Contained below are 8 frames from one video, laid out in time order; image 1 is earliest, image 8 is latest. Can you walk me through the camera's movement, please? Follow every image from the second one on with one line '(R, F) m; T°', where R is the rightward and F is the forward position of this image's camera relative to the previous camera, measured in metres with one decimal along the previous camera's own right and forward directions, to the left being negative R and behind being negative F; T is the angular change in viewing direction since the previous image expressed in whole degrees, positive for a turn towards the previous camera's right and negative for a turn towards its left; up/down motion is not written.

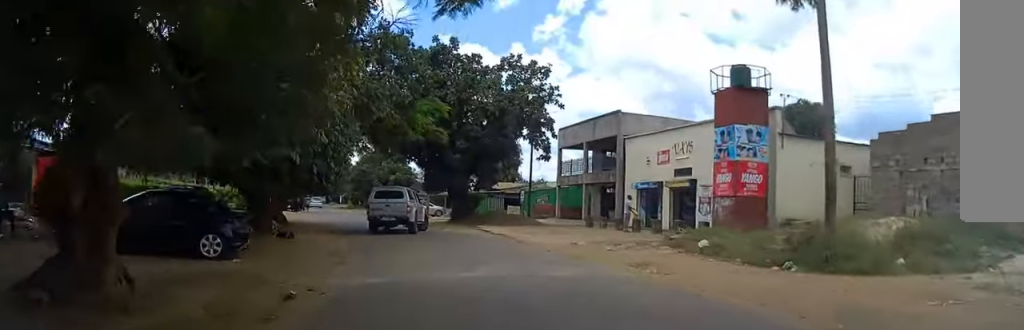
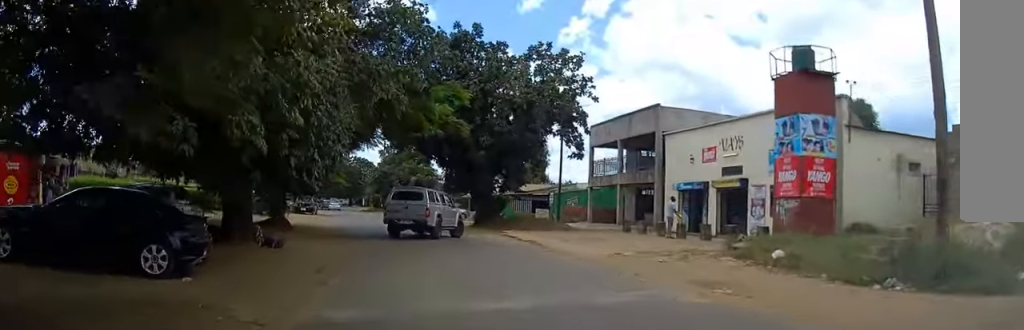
(0.0, +3.4) m; -1°
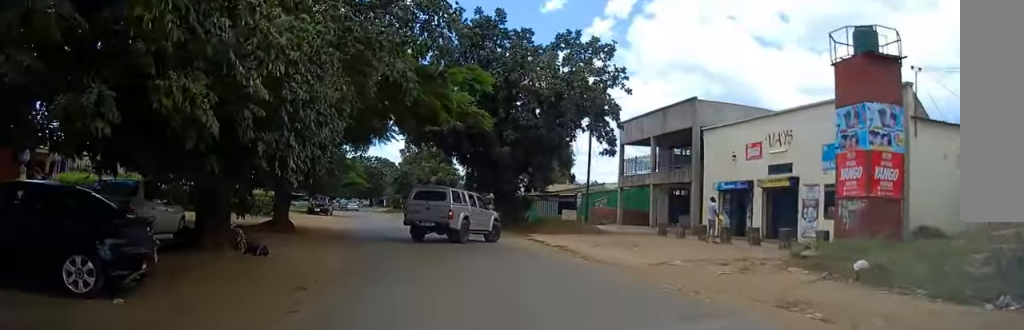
(0.0, +2.7) m; -1°
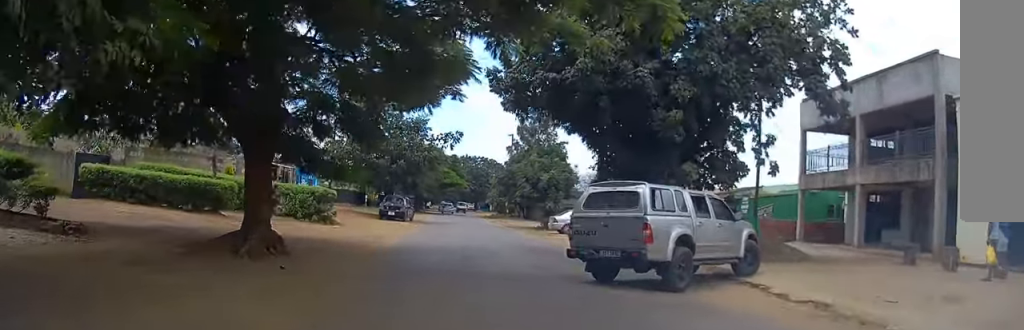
(-1.0, +12.3) m; -9°
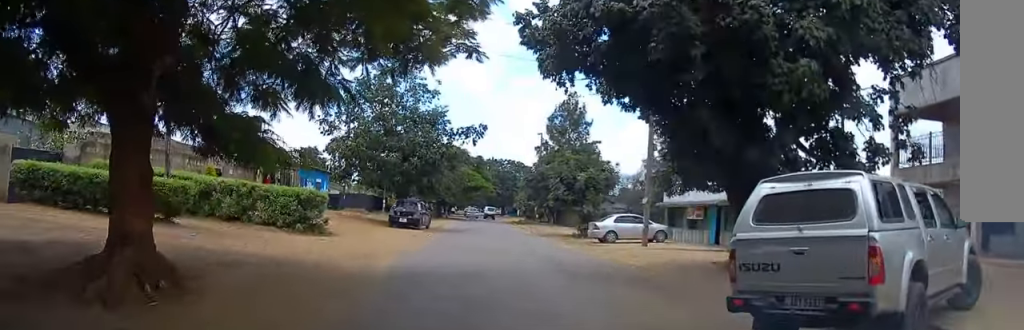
(-0.1, +5.9) m; -2°
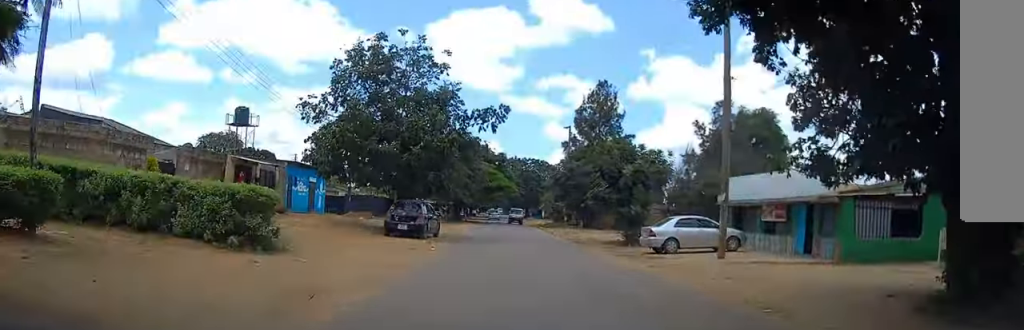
(-0.1, +7.4) m; -3°
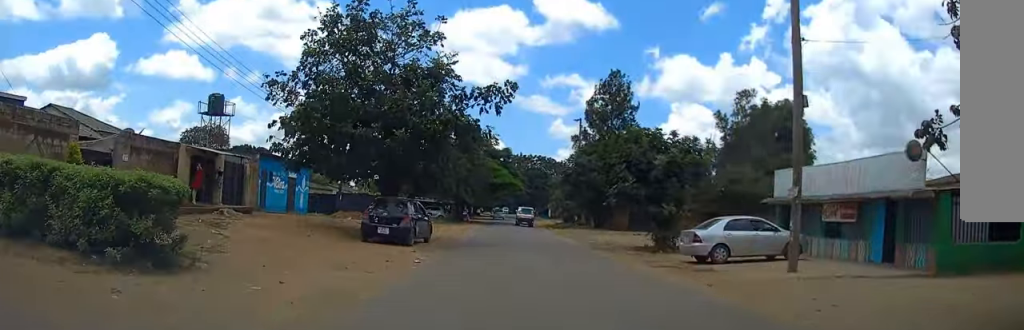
(-0.1, +5.2) m; -2°
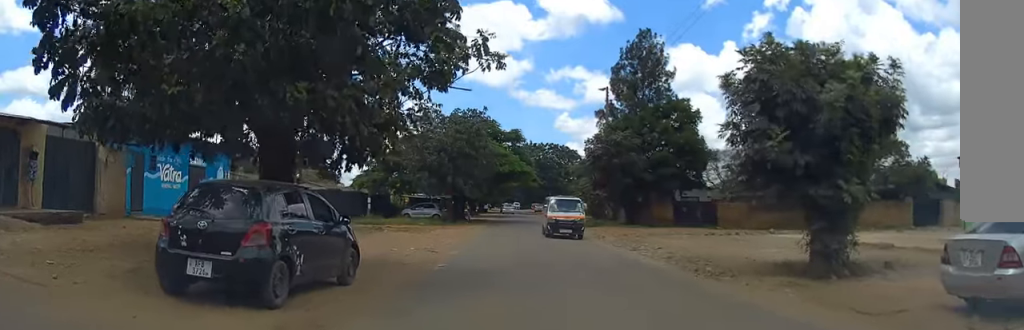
(-0.1, +13.3) m; -1°
